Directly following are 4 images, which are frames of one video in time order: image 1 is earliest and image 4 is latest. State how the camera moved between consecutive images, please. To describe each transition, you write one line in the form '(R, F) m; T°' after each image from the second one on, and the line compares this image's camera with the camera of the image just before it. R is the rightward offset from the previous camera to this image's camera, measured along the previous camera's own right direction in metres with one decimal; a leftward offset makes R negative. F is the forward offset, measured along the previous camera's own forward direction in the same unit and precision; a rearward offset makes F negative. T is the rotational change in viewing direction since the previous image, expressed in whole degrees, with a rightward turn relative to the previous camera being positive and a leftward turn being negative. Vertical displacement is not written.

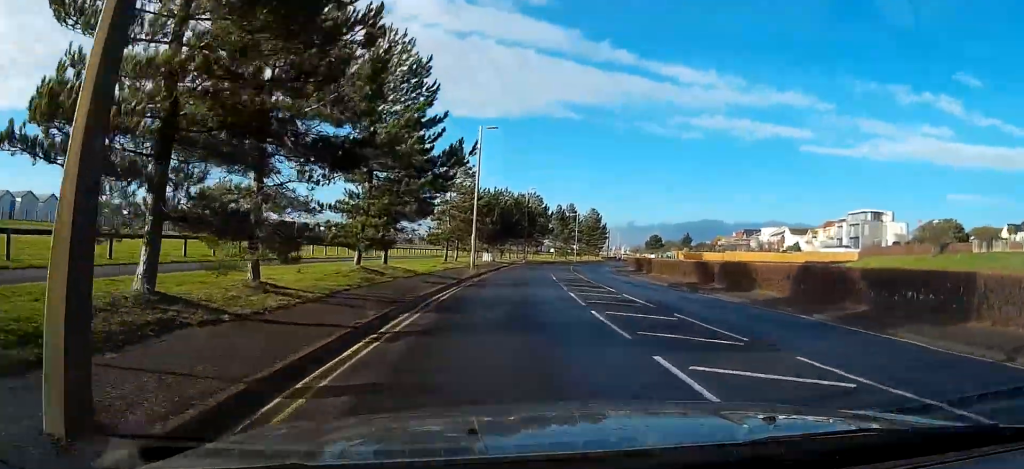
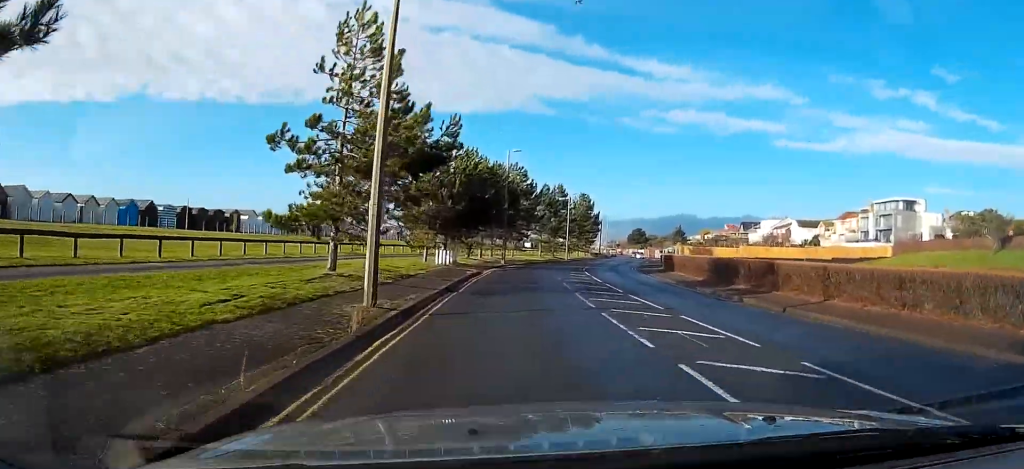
(+0.8, +23.3) m; +4°
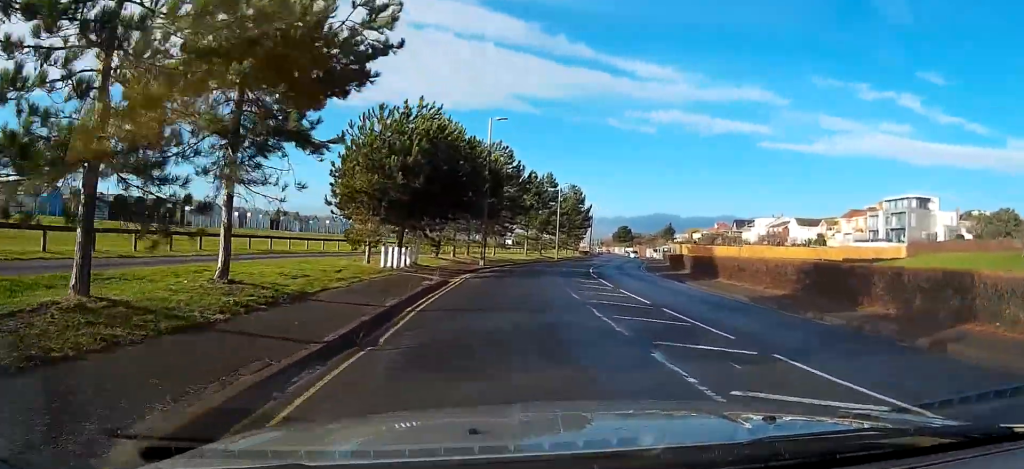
(+0.1, +10.6) m; 0°
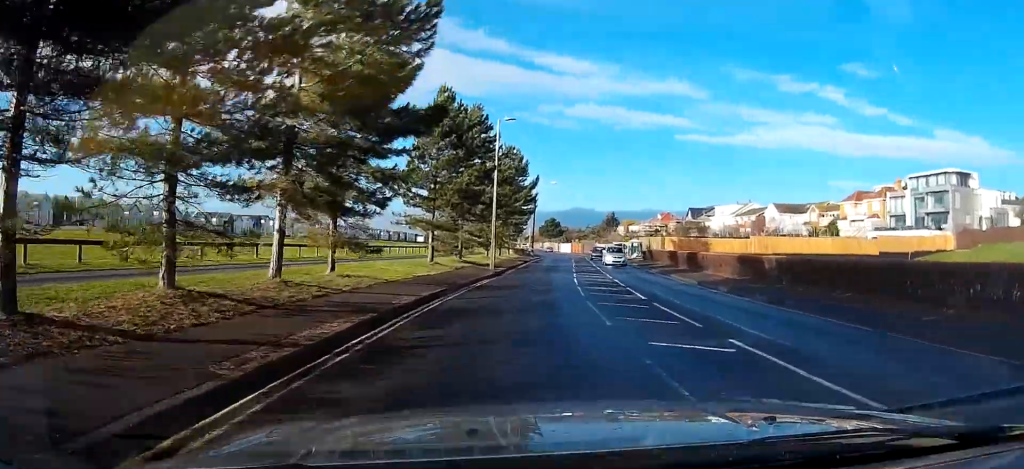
(+2.2, +32.9) m; +9°
